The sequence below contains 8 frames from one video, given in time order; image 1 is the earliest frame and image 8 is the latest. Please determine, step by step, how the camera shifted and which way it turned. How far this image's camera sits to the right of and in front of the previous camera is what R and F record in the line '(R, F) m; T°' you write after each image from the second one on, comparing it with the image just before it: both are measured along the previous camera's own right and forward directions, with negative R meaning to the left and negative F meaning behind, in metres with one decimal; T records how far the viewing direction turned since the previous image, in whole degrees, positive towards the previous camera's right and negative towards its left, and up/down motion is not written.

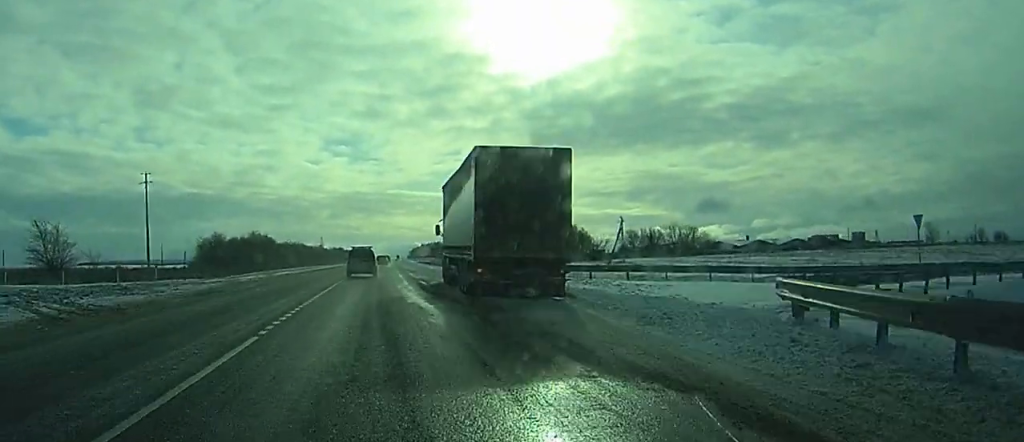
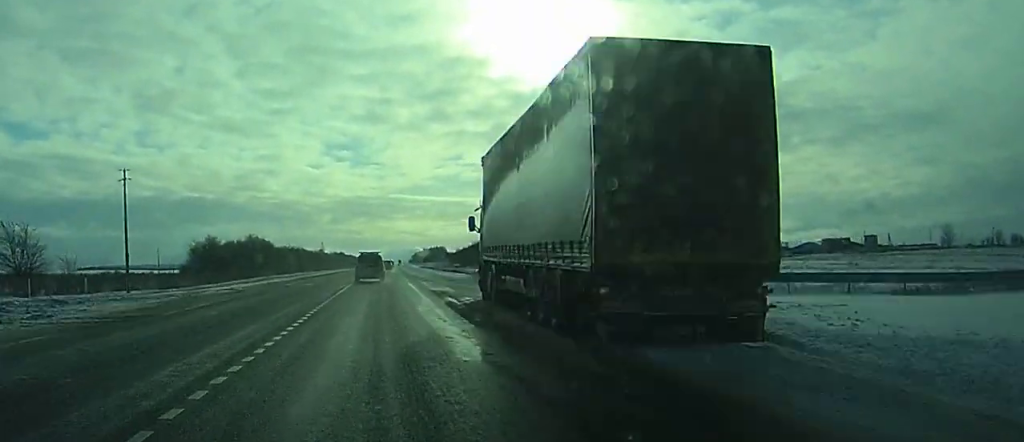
(-0.1, +11.4) m; 0°
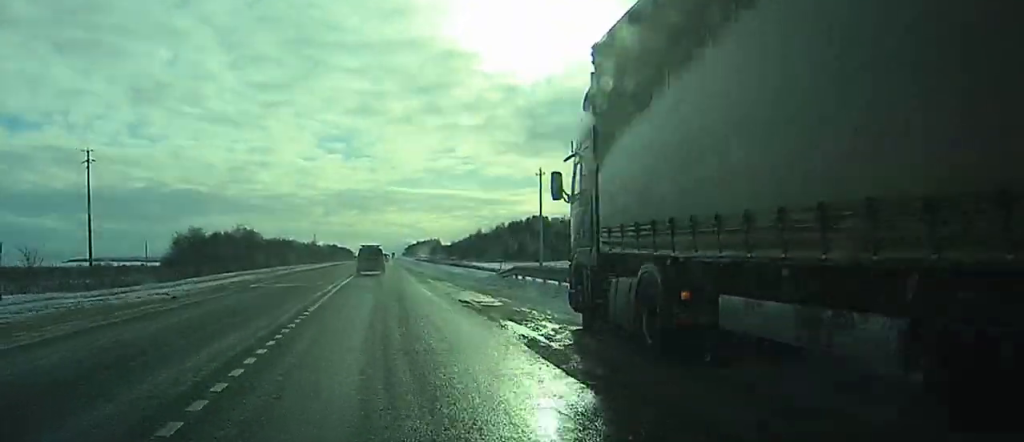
(+0.1, +12.2) m; 0°
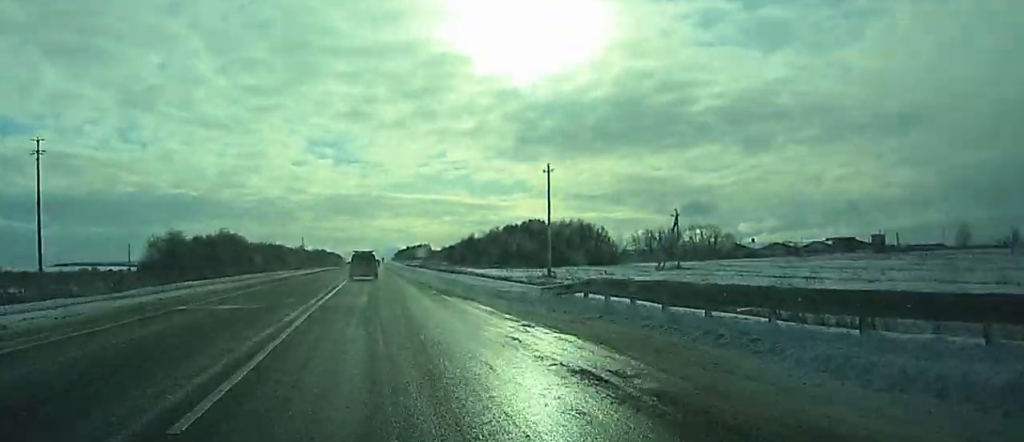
(0.0, +12.3) m; 0°
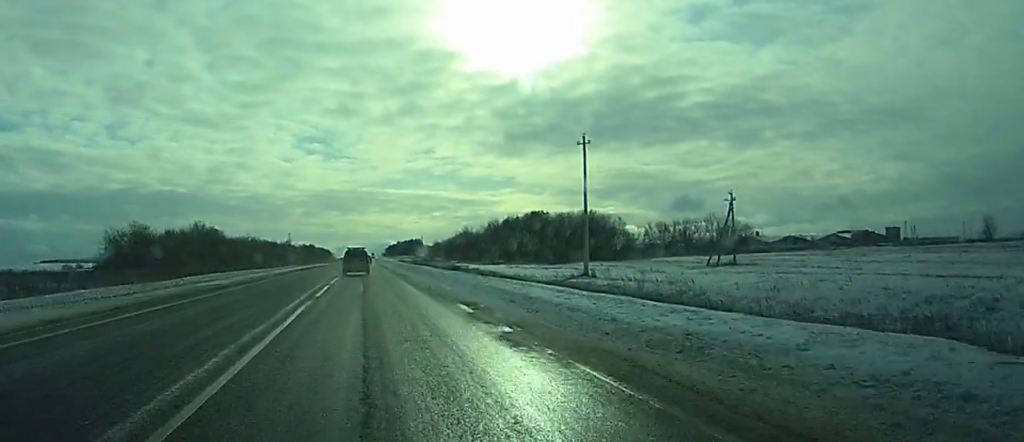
(+0.1, +23.0) m; +1°
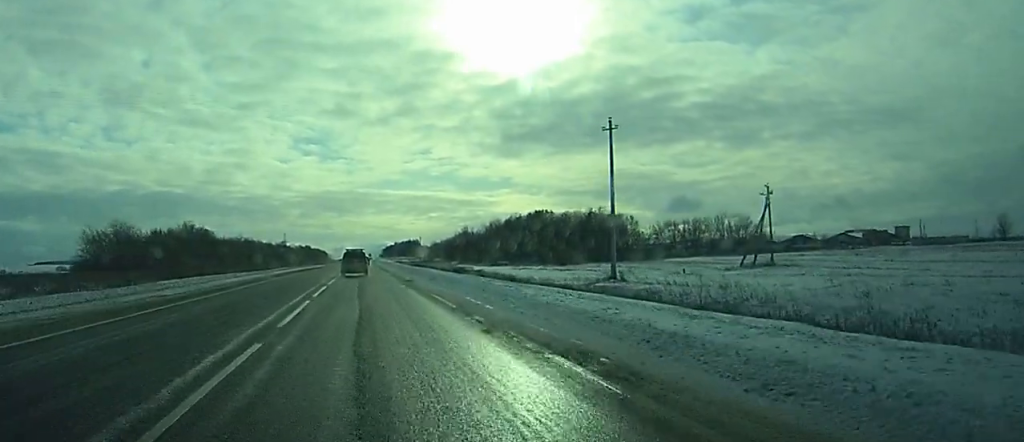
(0.0, +10.7) m; 0°
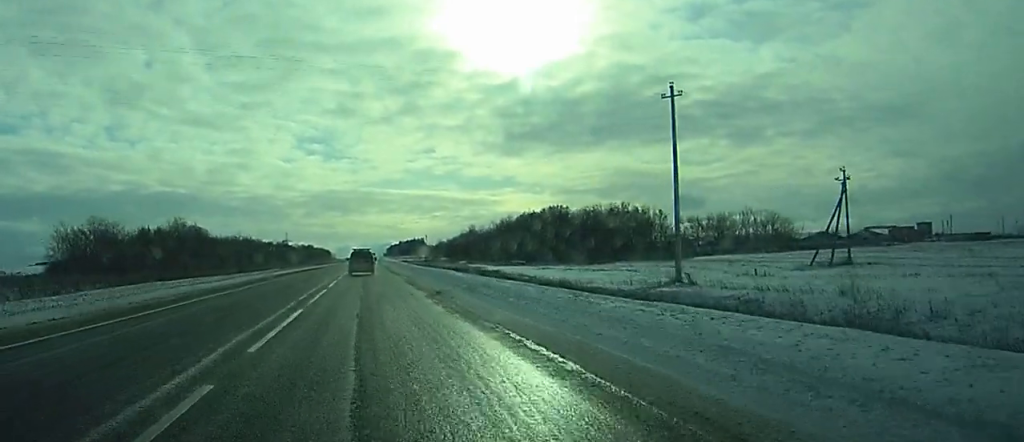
(+0.1, +15.2) m; +1°
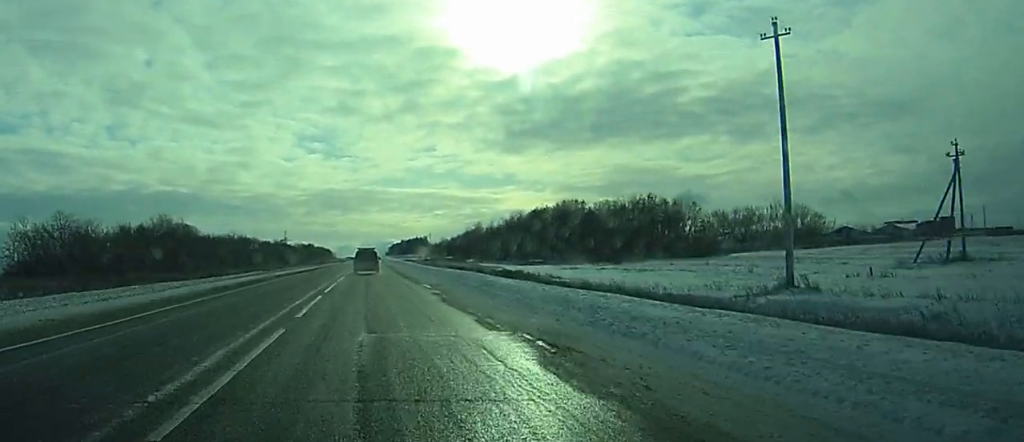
(0.0, +16.8) m; 0°
